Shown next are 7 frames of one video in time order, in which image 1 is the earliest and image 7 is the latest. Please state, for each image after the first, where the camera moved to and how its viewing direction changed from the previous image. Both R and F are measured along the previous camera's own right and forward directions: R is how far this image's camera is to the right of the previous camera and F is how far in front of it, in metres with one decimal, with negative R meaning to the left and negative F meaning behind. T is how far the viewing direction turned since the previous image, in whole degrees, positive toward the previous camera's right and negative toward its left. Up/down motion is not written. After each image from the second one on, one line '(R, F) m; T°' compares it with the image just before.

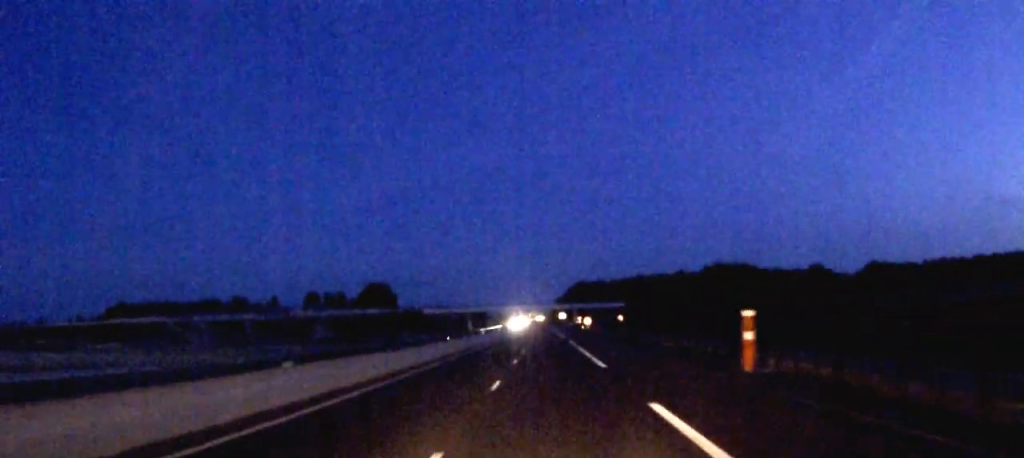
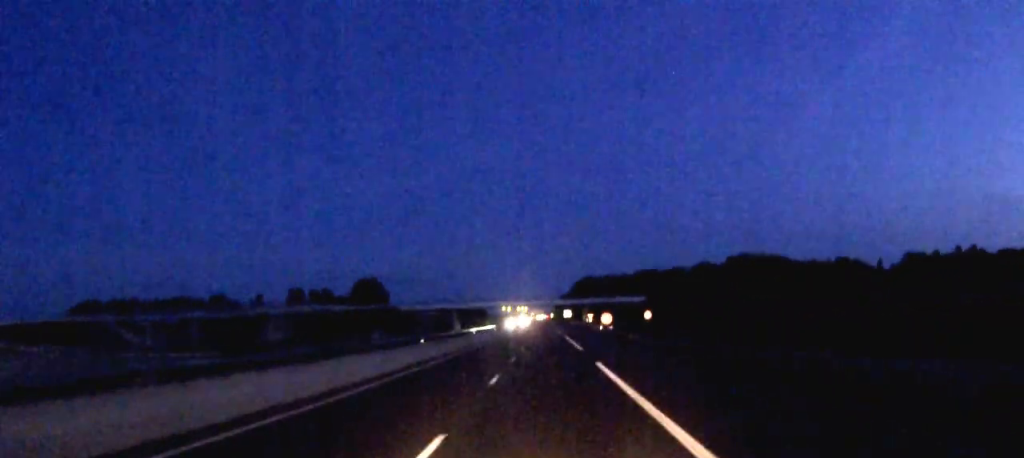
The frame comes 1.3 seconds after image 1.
(0.0, +37.2) m; 0°
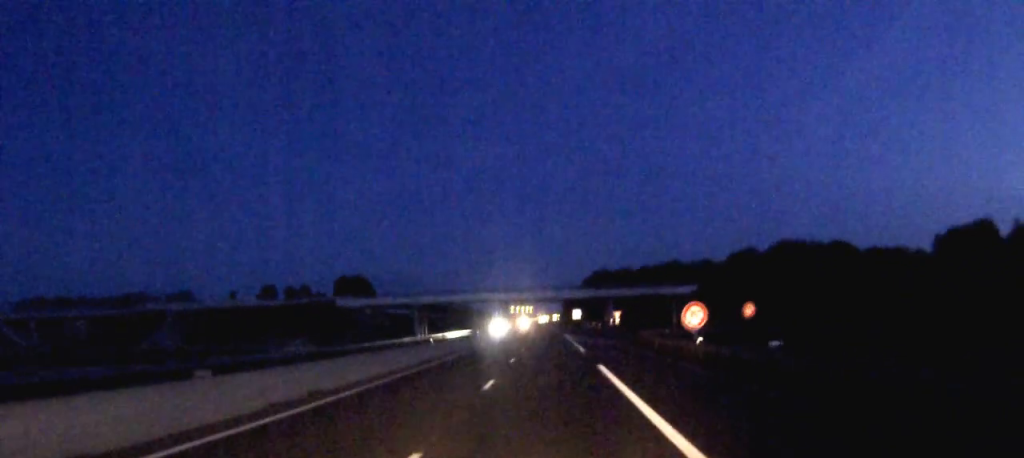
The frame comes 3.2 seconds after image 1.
(-0.2, +53.6) m; 0°
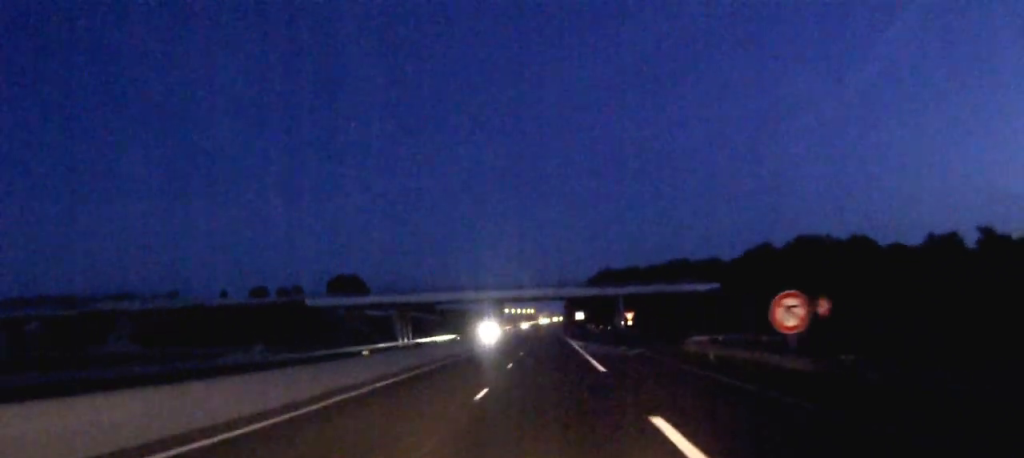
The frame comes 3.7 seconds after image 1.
(0.0, +15.3) m; 0°
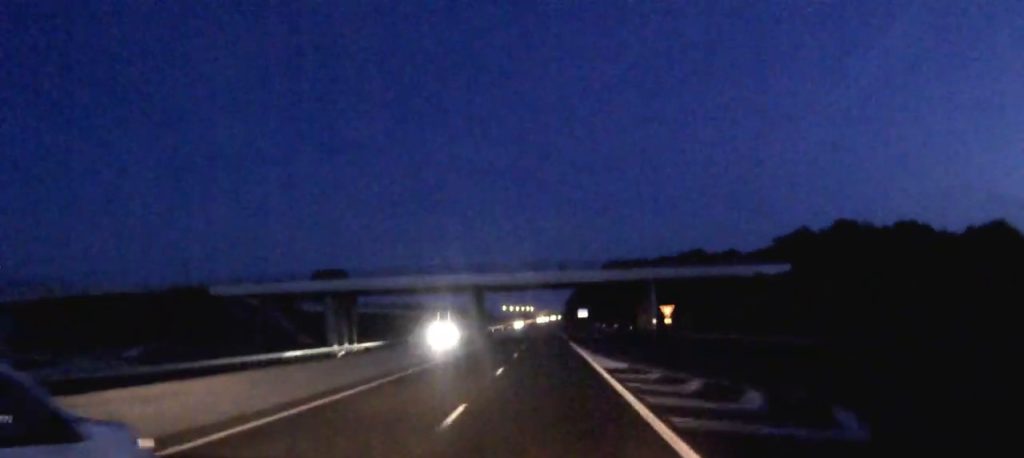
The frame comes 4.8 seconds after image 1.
(-0.1, +30.4) m; 0°
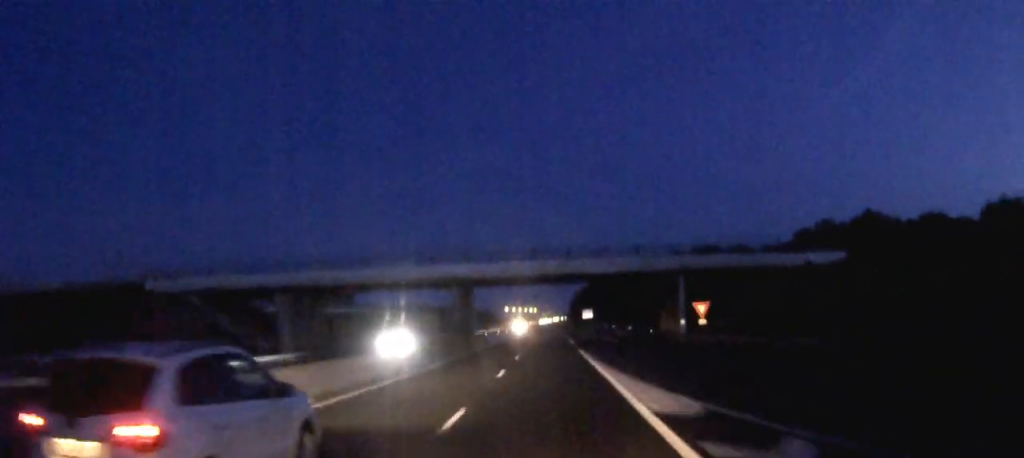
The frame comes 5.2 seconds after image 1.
(0.0, +13.3) m; 0°
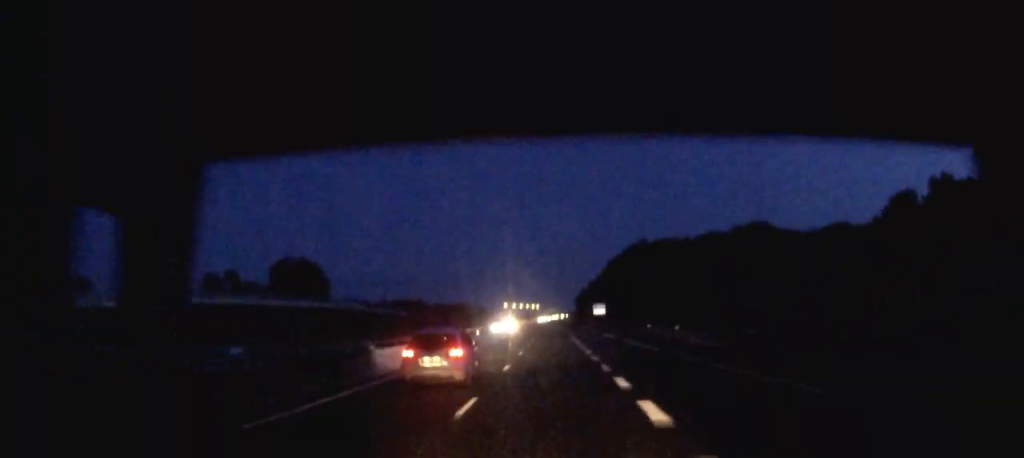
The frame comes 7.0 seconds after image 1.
(-0.2, +50.3) m; 0°
